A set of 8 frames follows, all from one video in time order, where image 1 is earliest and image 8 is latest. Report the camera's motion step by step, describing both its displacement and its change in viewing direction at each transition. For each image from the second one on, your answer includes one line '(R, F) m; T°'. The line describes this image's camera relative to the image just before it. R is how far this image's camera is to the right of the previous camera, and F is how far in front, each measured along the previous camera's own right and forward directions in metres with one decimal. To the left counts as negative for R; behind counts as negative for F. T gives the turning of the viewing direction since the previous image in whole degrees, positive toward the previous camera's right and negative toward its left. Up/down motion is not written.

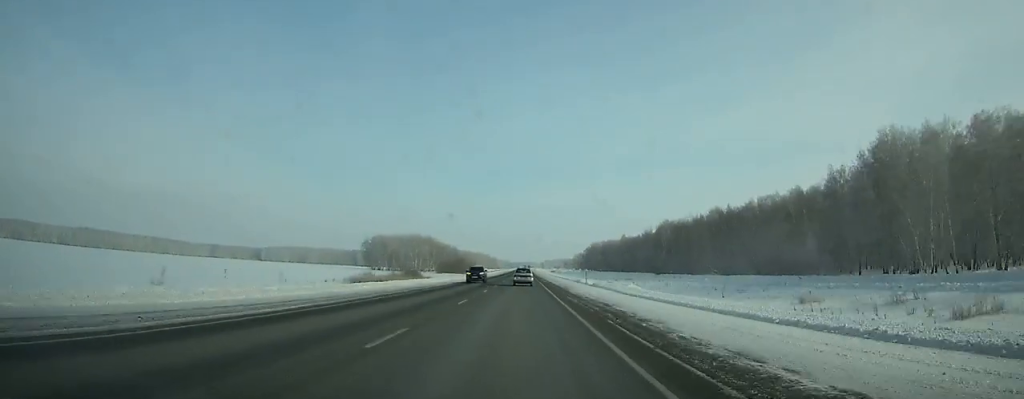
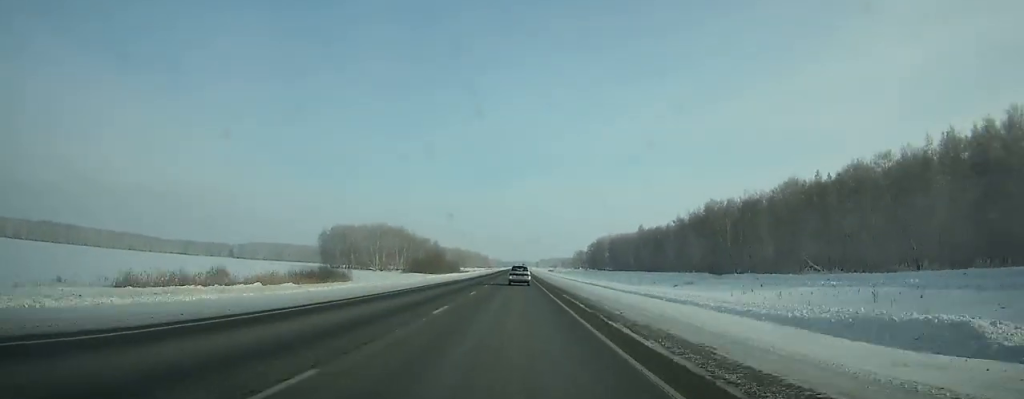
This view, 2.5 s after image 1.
(+0.1, +65.4) m; 0°
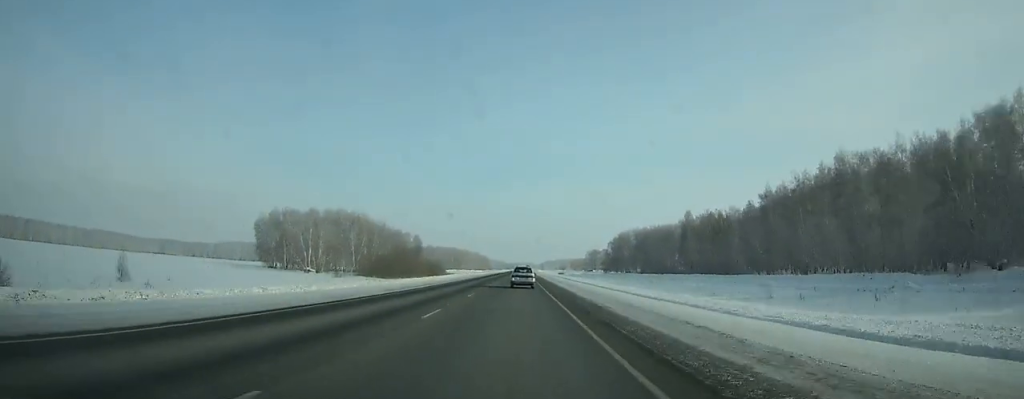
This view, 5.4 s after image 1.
(+0.1, +72.9) m; 0°
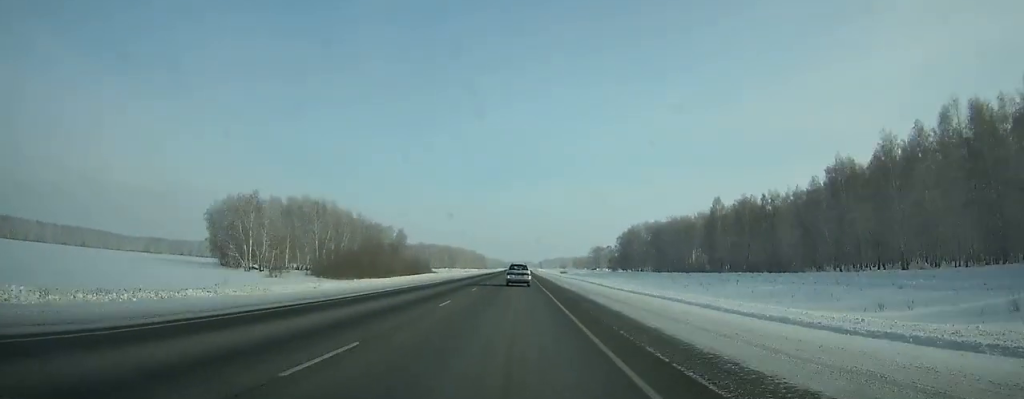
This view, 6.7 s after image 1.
(-0.1, +31.7) m; 0°
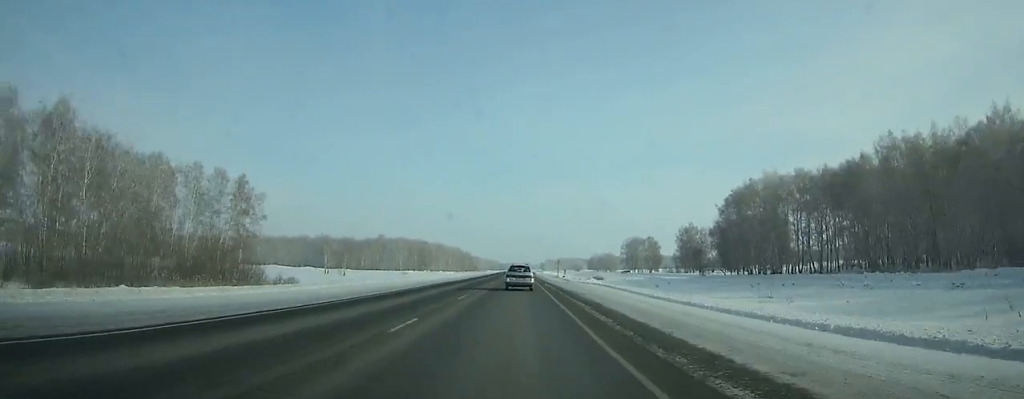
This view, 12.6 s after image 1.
(+0.2, +137.8) m; 0°
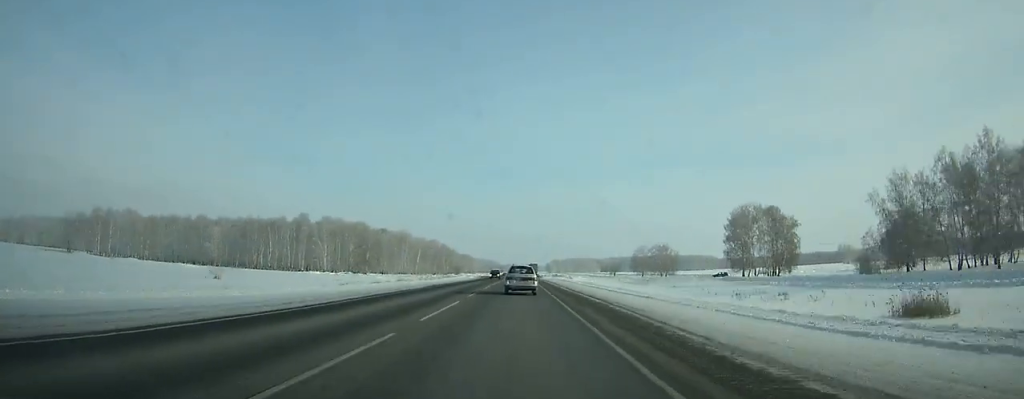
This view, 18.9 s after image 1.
(0.0, +140.6) m; 0°
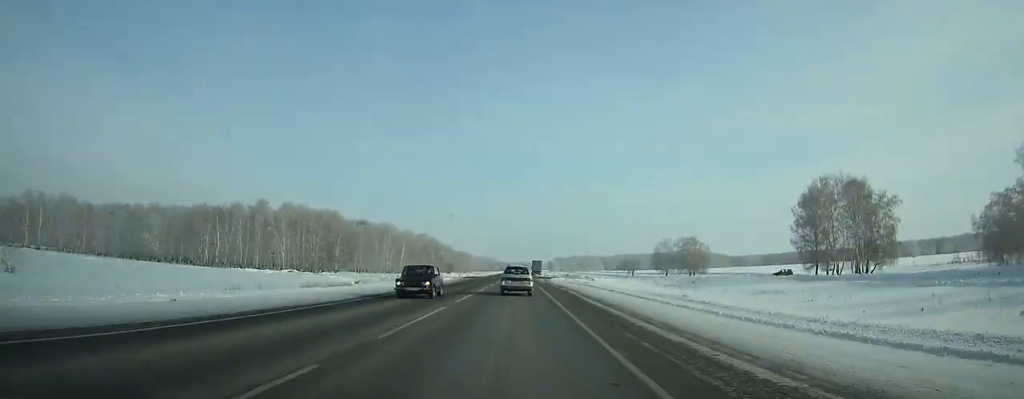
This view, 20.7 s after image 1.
(-0.2, +39.5) m; 0°
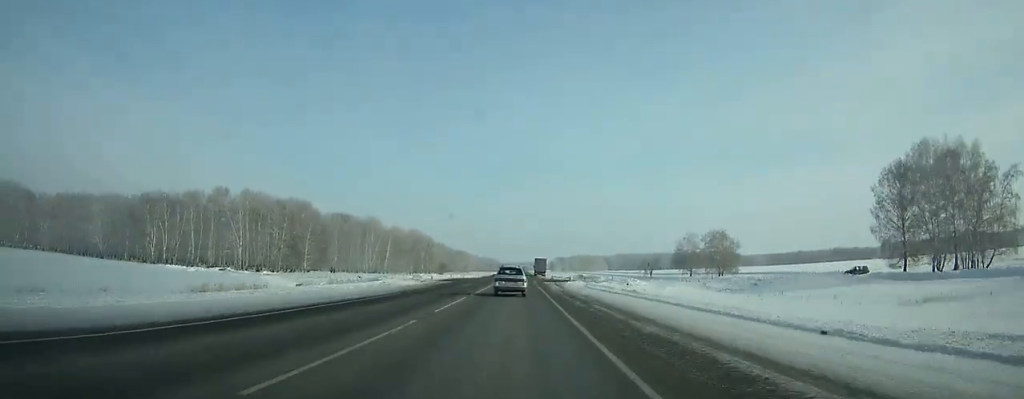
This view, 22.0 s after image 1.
(-0.2, +28.6) m; 0°
